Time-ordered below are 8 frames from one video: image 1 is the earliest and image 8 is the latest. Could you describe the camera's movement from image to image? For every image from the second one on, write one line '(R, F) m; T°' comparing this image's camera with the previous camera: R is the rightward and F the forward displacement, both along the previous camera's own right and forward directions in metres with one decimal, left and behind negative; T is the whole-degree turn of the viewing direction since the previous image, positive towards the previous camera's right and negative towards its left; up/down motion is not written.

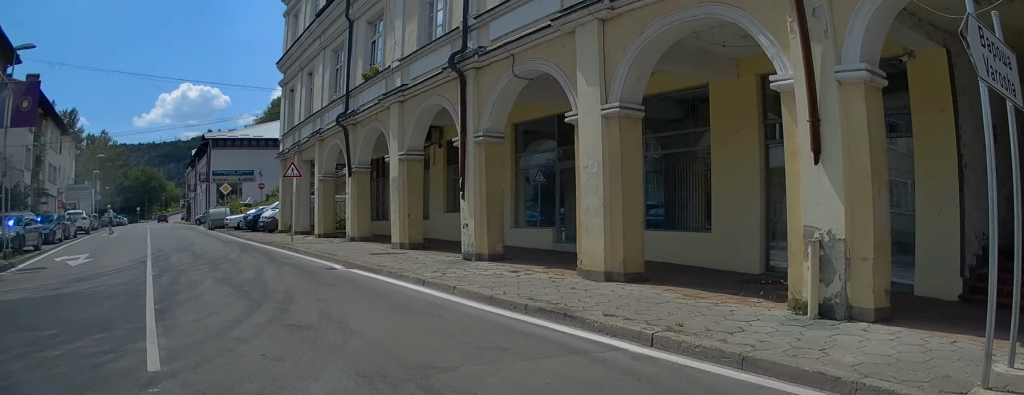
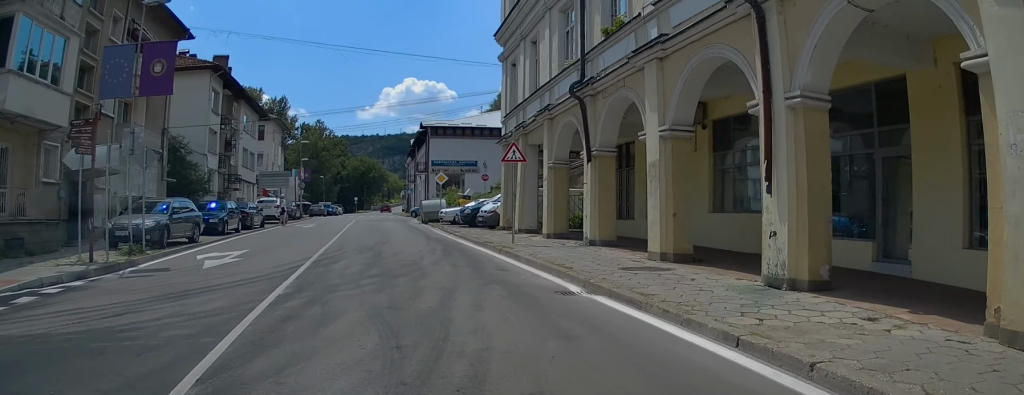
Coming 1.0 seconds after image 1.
(-0.5, +4.6) m; -15°
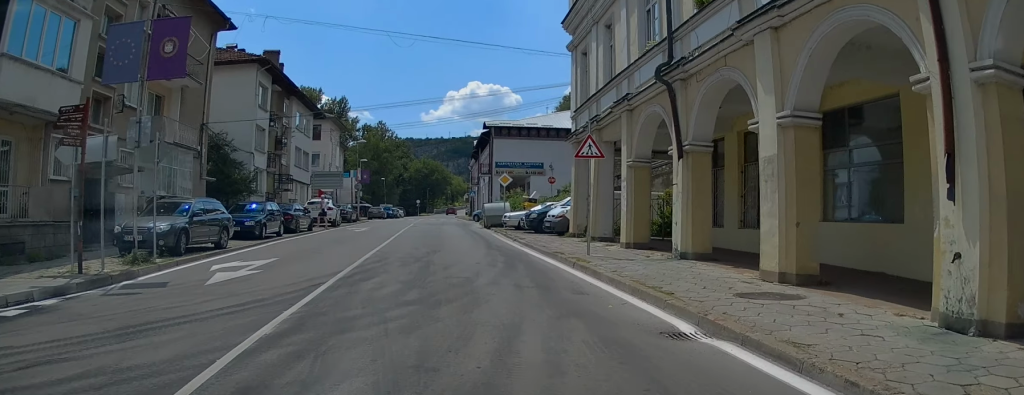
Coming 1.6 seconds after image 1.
(-0.4, +2.7) m; -3°
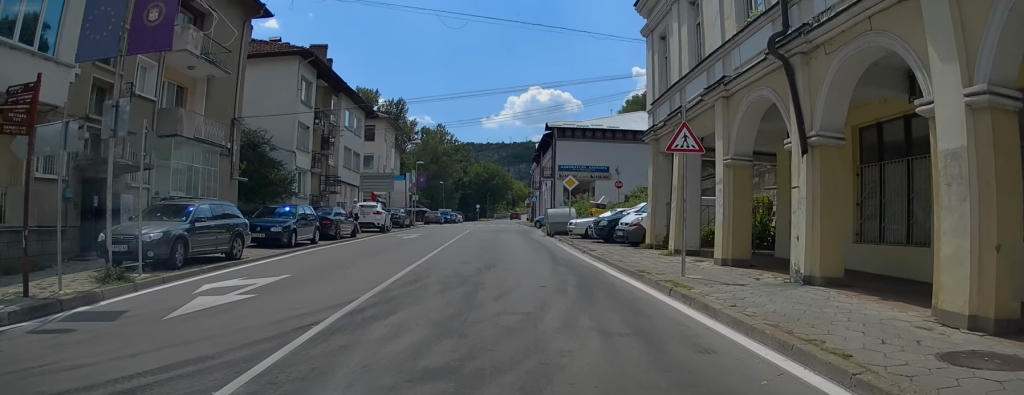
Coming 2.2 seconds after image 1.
(-0.2, +3.2) m; -2°
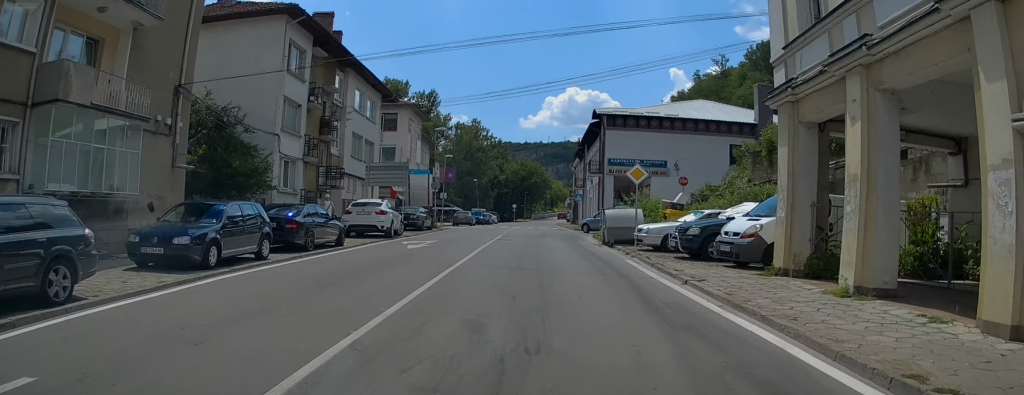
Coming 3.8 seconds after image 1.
(0.0, +8.2) m; -1°
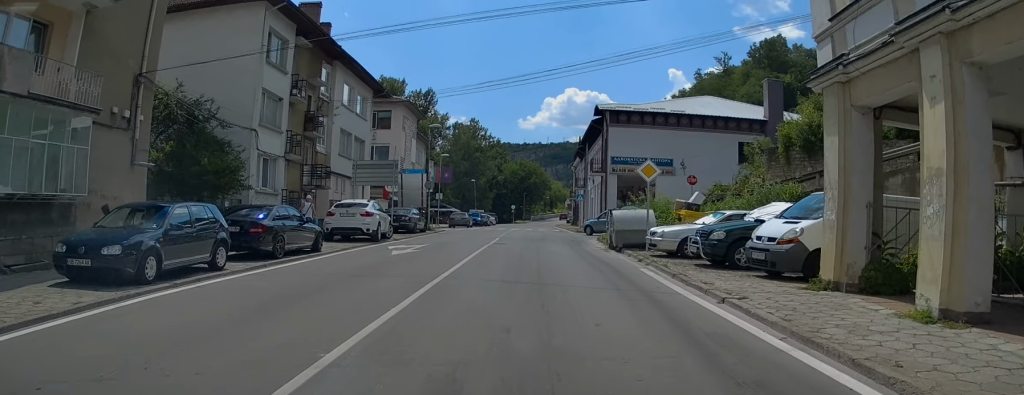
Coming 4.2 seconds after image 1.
(0.0, +2.3) m; 0°
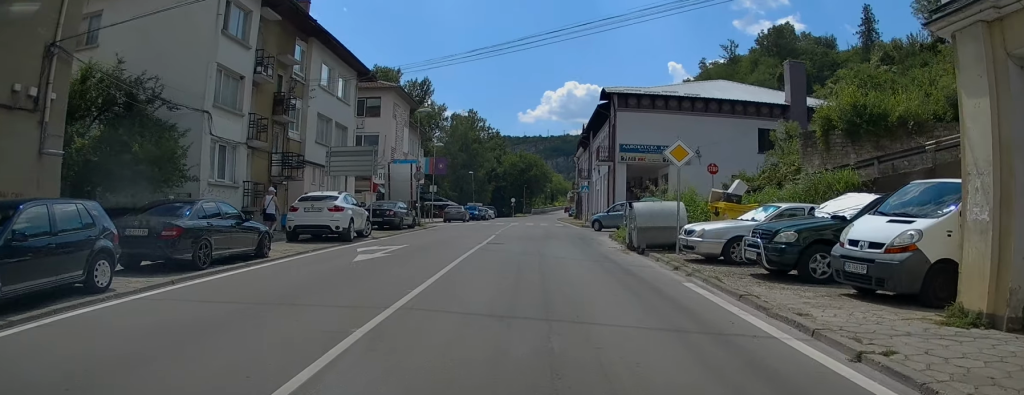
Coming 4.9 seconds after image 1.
(+0.1, +3.8) m; +1°
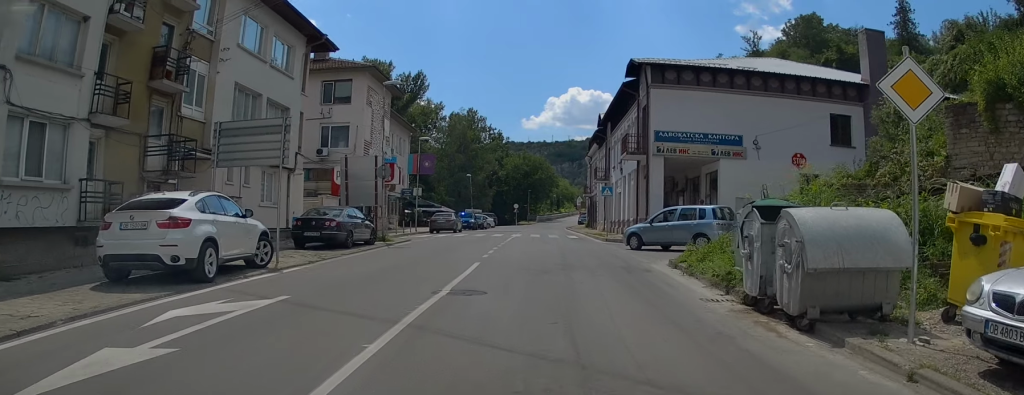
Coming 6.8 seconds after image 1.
(-1.0, +10.3) m; -14°
